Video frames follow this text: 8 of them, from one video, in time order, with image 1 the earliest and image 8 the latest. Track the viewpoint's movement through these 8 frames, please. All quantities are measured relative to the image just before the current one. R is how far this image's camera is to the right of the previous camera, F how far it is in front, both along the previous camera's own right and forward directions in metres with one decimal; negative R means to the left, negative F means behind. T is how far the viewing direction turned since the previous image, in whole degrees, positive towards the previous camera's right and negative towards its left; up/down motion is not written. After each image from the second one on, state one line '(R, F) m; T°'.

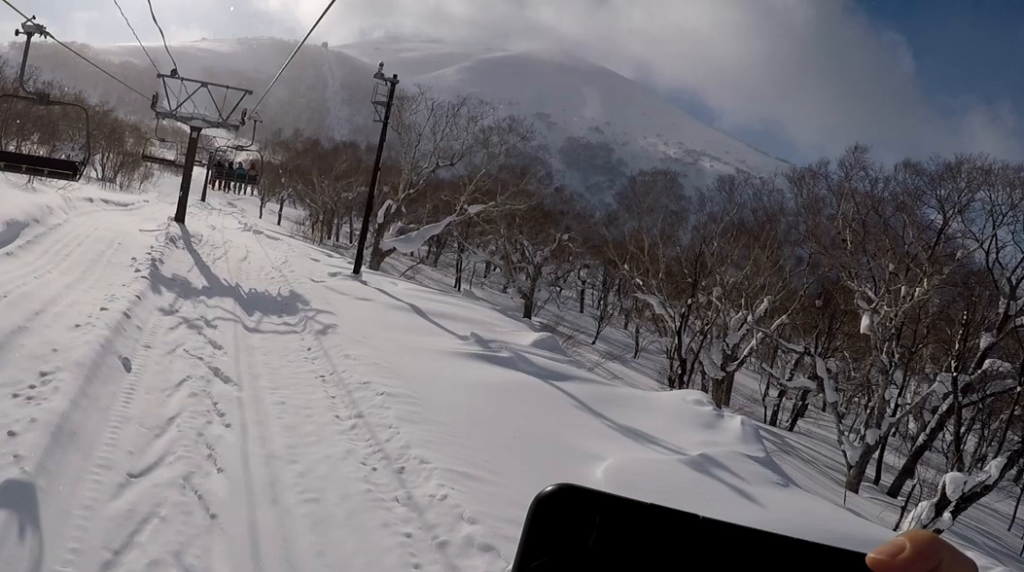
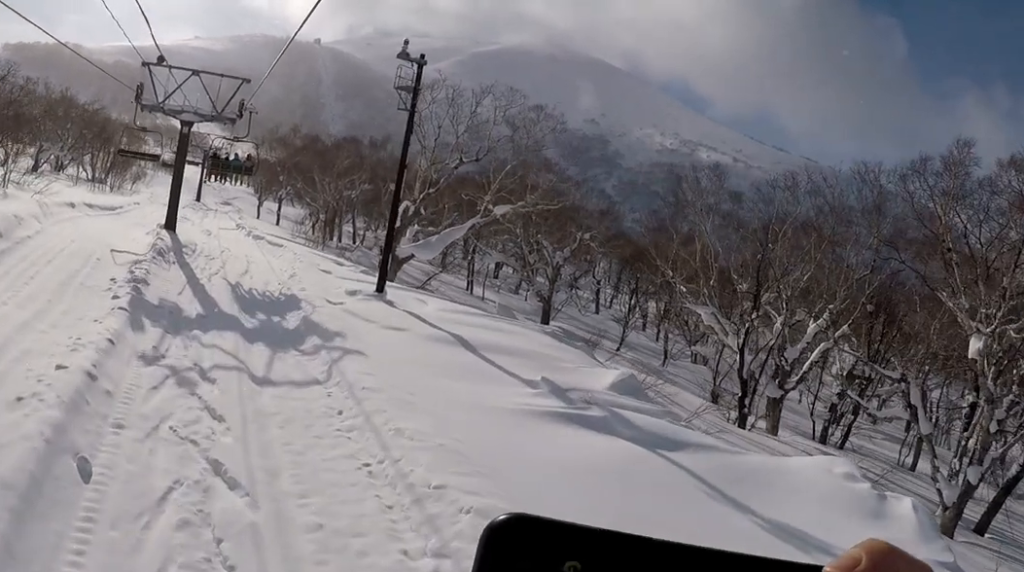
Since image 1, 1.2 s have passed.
(0.0, +4.3) m; +9°
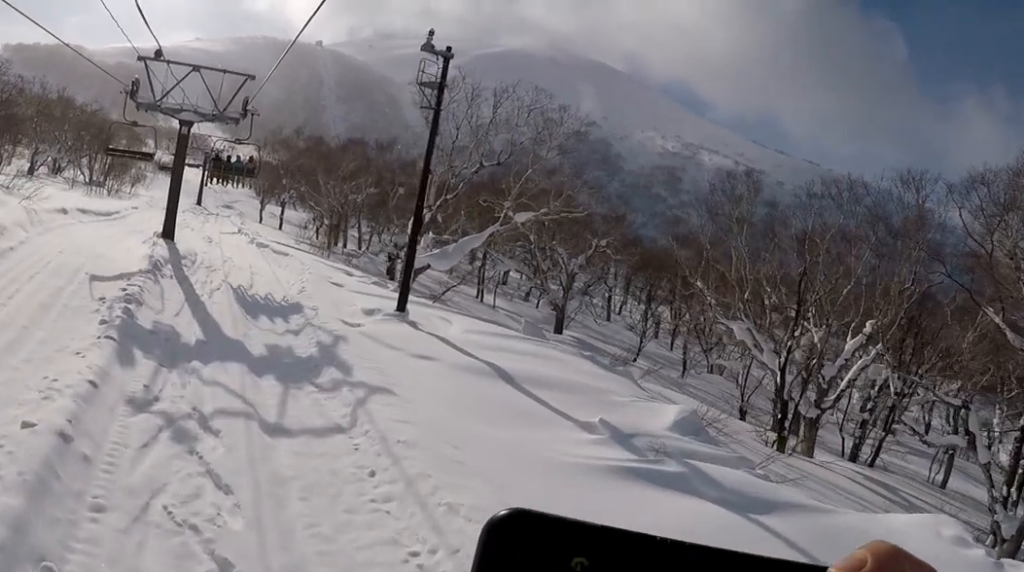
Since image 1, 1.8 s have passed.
(+0.6, +2.2) m; +5°
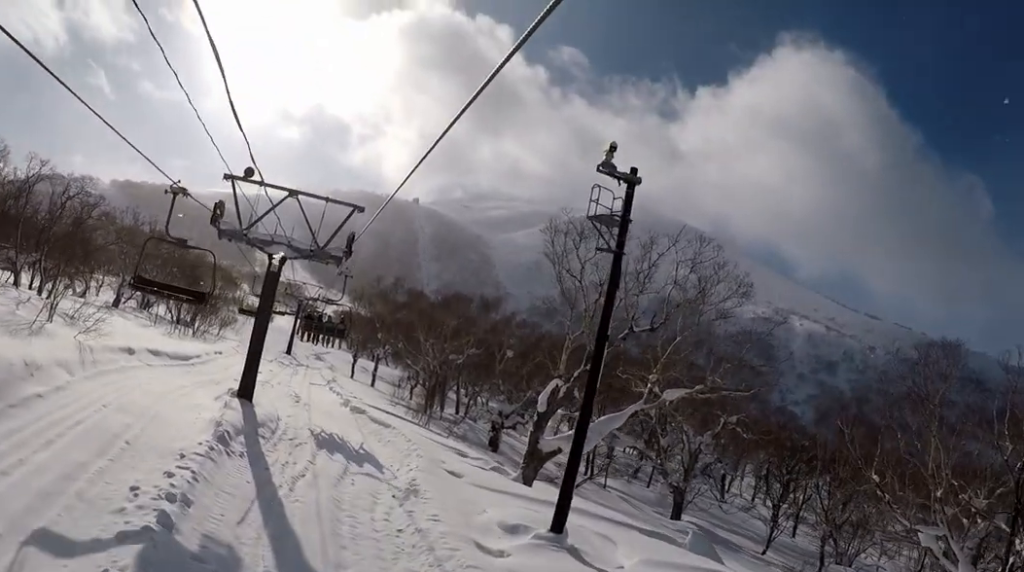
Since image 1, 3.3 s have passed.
(-1.4, +6.0) m; -21°
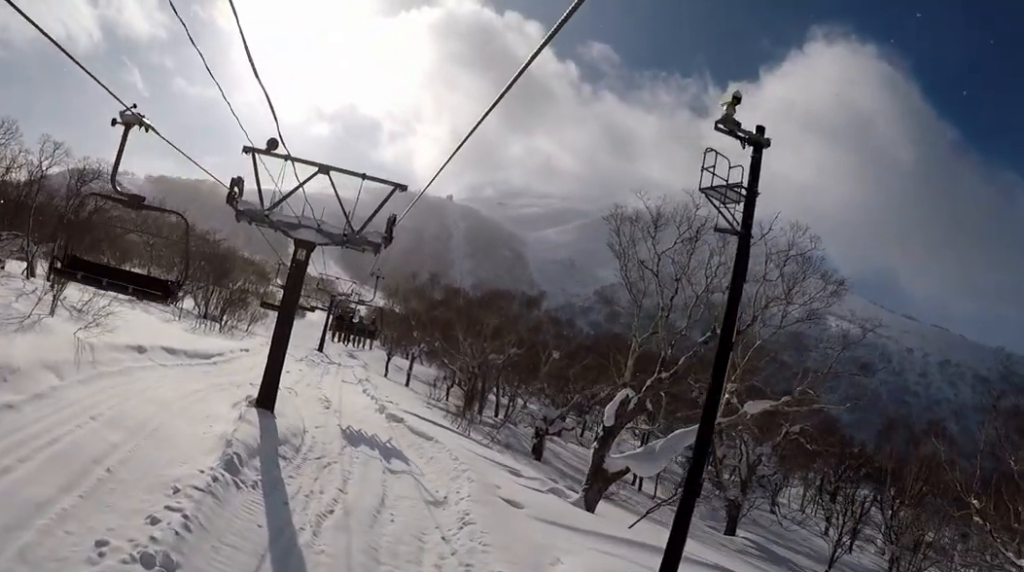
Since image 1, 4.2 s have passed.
(-0.3, +3.7) m; -5°
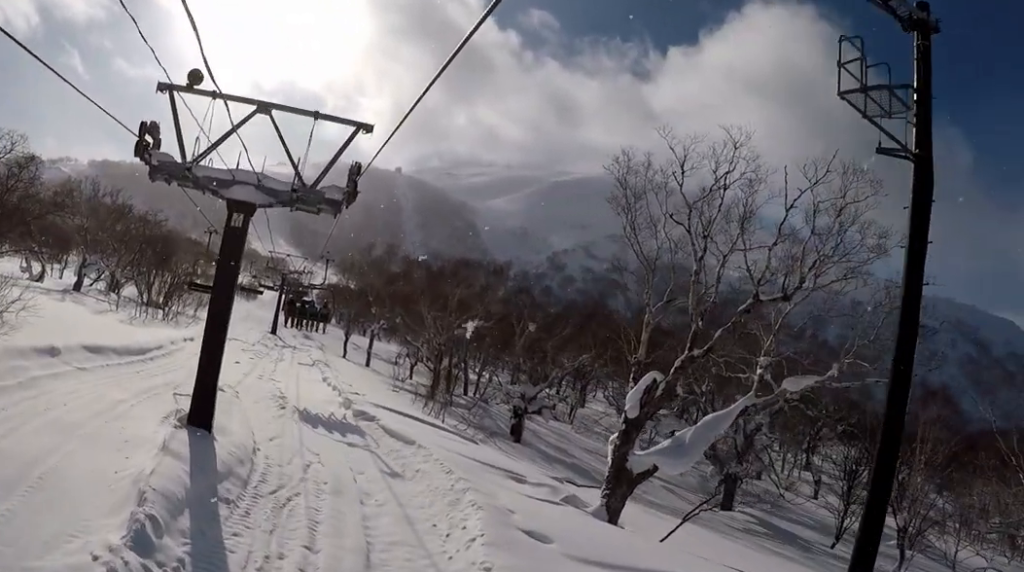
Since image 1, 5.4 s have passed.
(0.0, +4.9) m; +6°
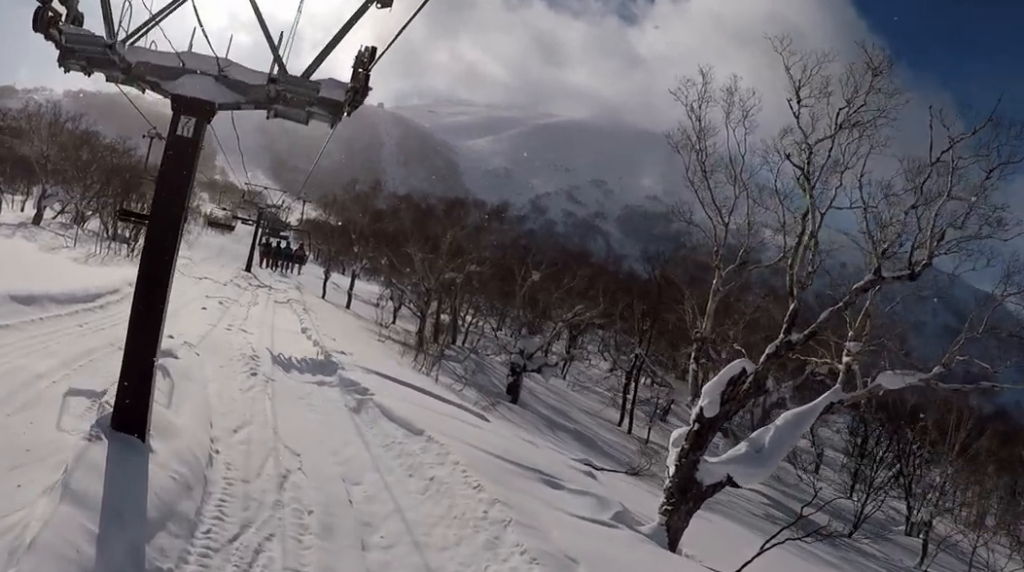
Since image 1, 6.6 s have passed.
(+0.6, +5.1) m; +4°
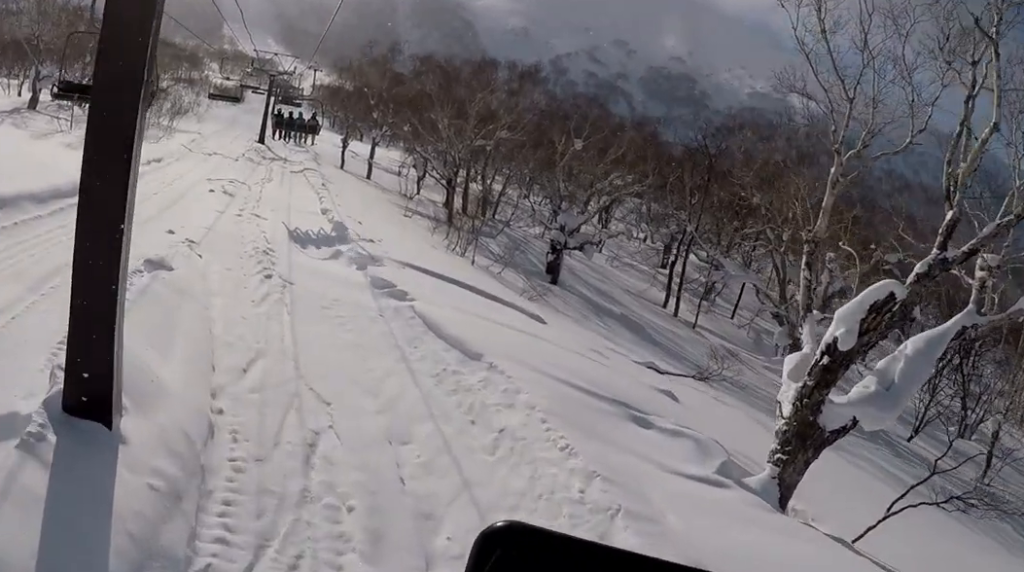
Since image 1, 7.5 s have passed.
(-0.3, +3.6) m; -7°
